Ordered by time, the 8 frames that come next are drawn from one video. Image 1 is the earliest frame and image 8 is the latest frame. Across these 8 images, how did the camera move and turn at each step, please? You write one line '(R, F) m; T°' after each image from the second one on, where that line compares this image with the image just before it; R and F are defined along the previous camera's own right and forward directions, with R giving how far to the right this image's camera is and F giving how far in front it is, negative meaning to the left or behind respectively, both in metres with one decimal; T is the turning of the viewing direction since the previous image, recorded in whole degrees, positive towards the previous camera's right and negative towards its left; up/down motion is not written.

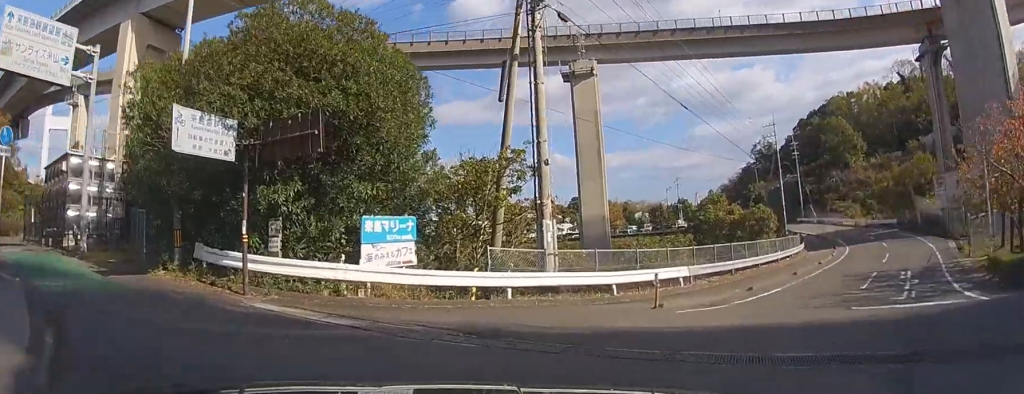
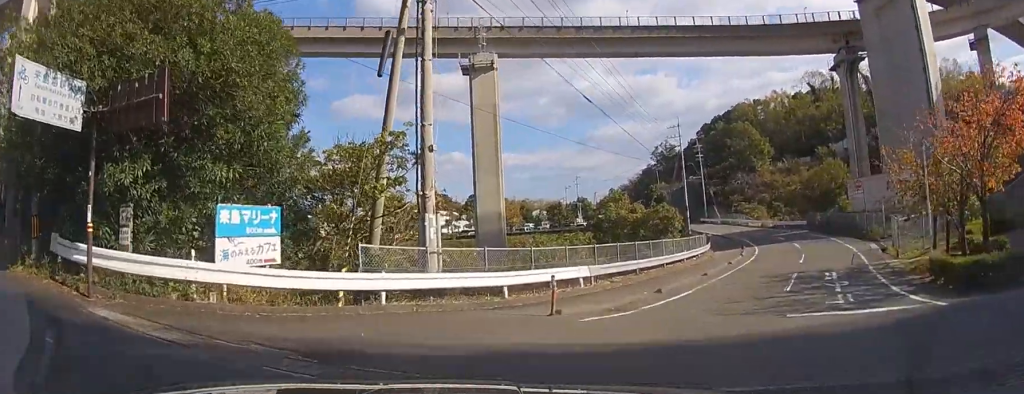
(0.0, +1.6) m; +10°
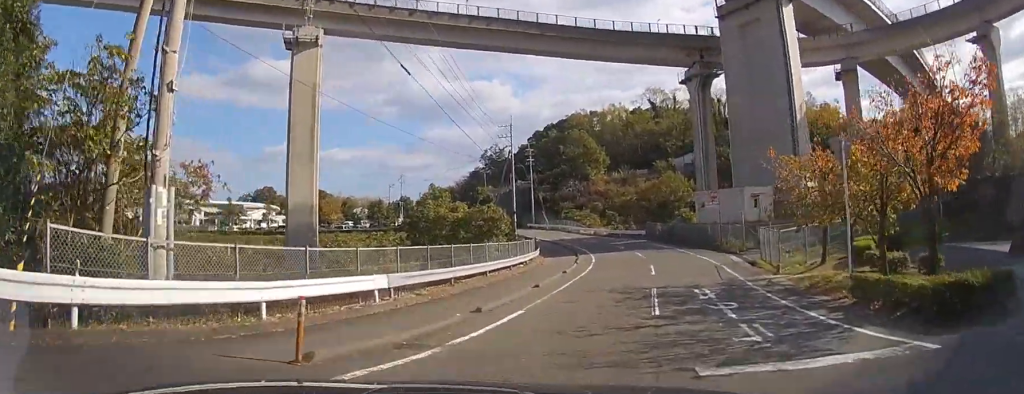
(+0.6, +3.6) m; +14°
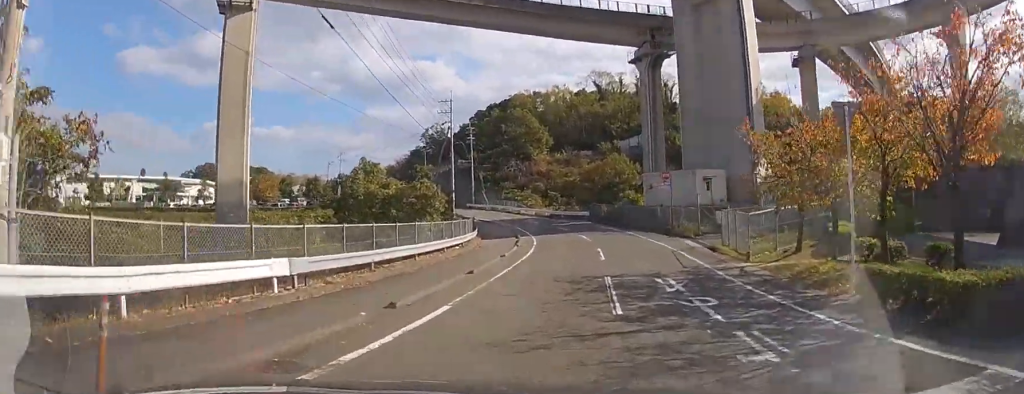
(+0.1, +2.1) m; +5°
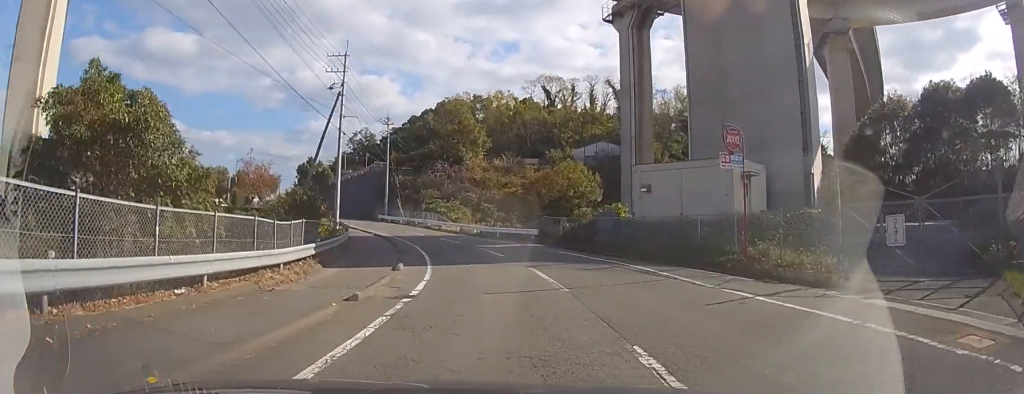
(+2.2, +16.2) m; +7°
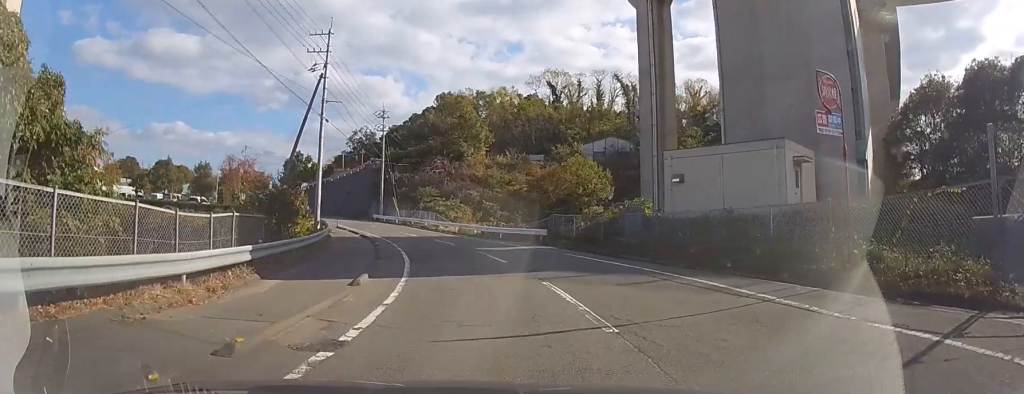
(-0.1, +4.2) m; -3°
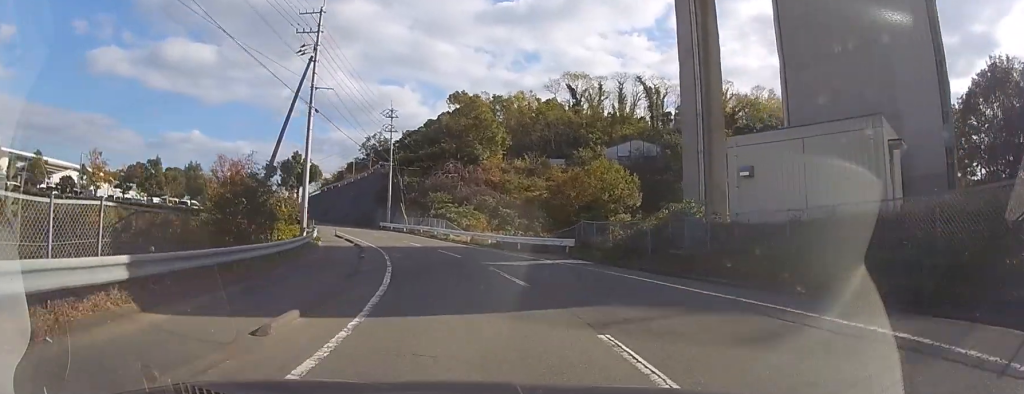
(-0.1, +5.0) m; -4°
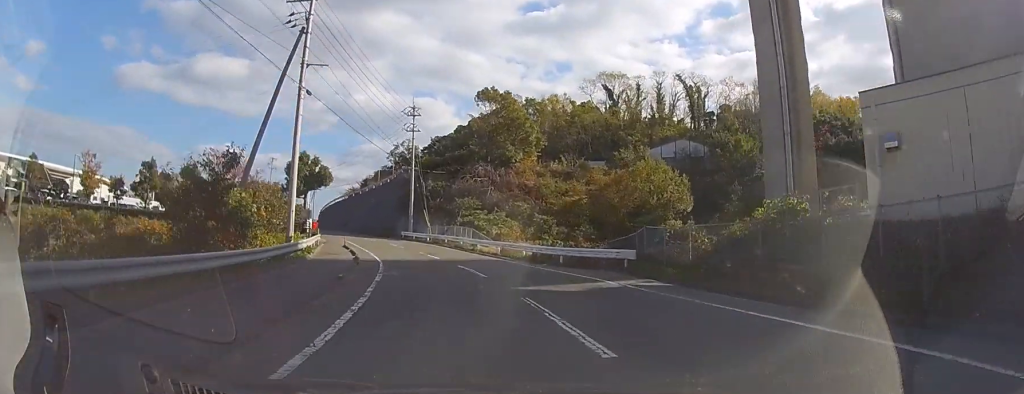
(-0.3, +5.7) m; -4°
